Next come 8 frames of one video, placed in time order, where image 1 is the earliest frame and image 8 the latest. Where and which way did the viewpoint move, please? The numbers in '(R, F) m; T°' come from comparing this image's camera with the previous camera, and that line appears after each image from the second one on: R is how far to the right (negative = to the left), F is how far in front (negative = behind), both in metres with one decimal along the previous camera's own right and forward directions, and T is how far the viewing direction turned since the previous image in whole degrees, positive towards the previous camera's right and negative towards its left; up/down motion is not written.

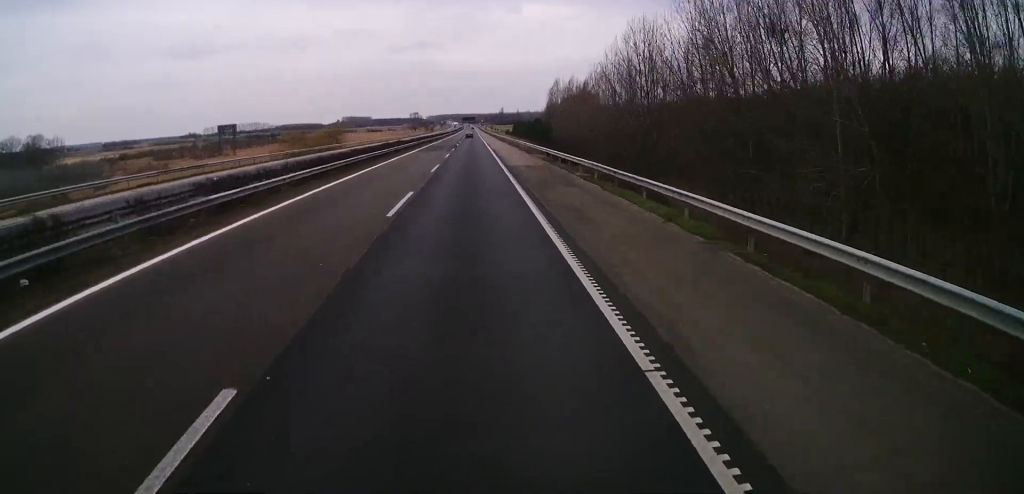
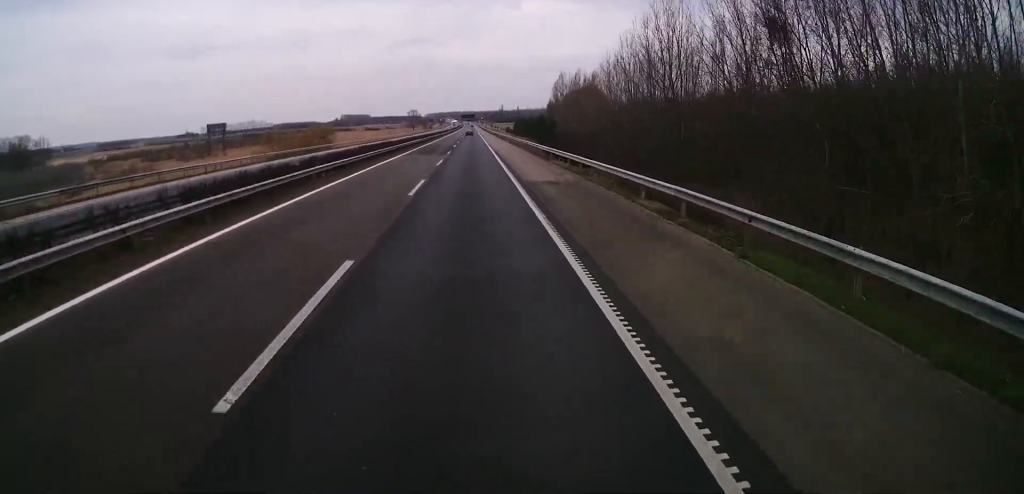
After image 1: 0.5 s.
(0.0, +11.6) m; 0°
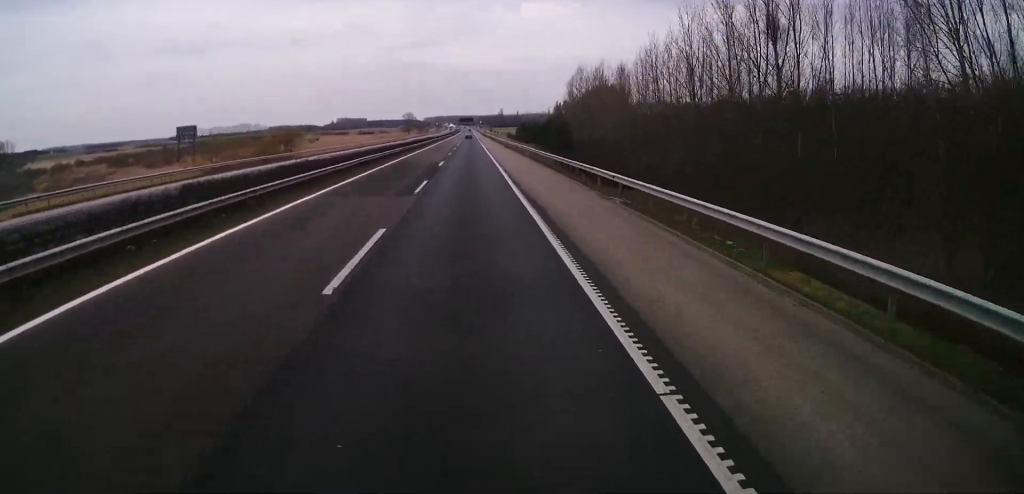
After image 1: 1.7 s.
(+0.4, +28.8) m; +1°
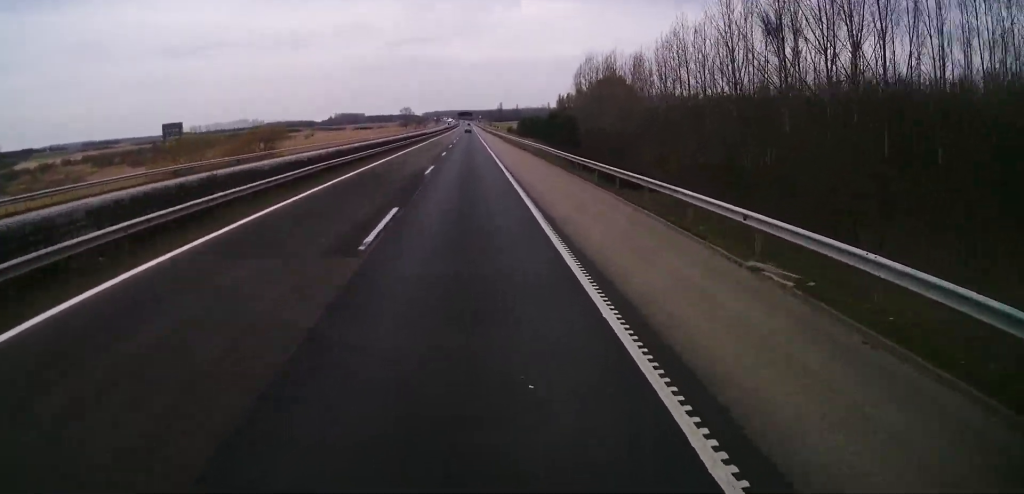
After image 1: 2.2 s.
(-0.1, +11.7) m; 0°
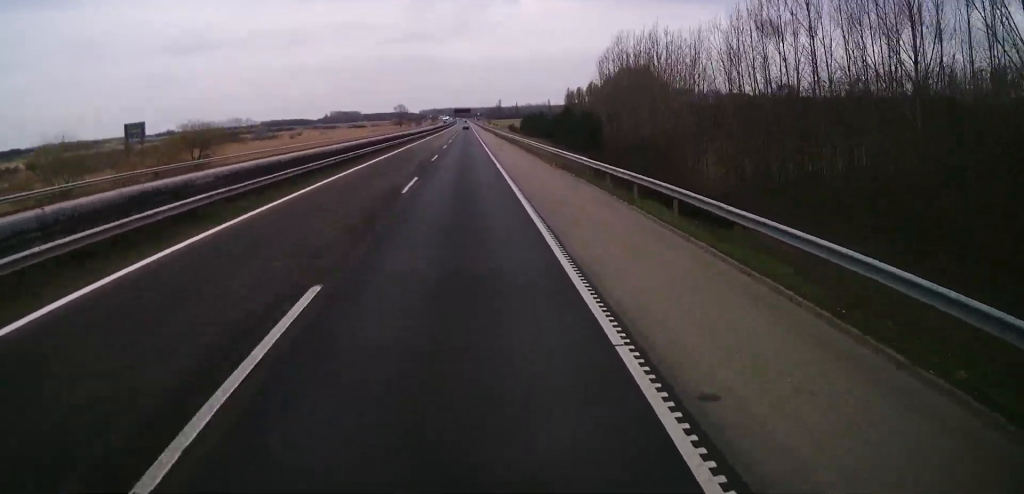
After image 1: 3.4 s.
(+0.2, +27.2) m; 0°
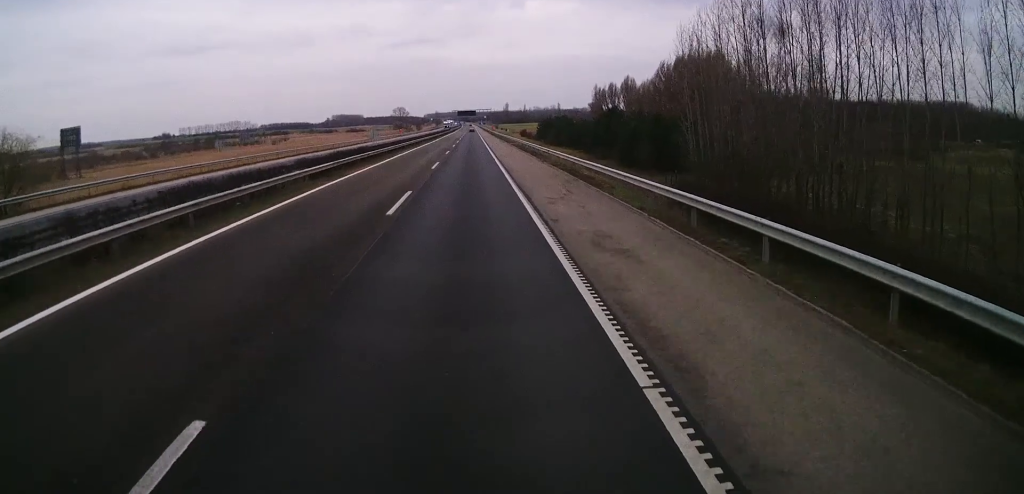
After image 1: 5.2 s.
(-0.4, +41.2) m; 0°
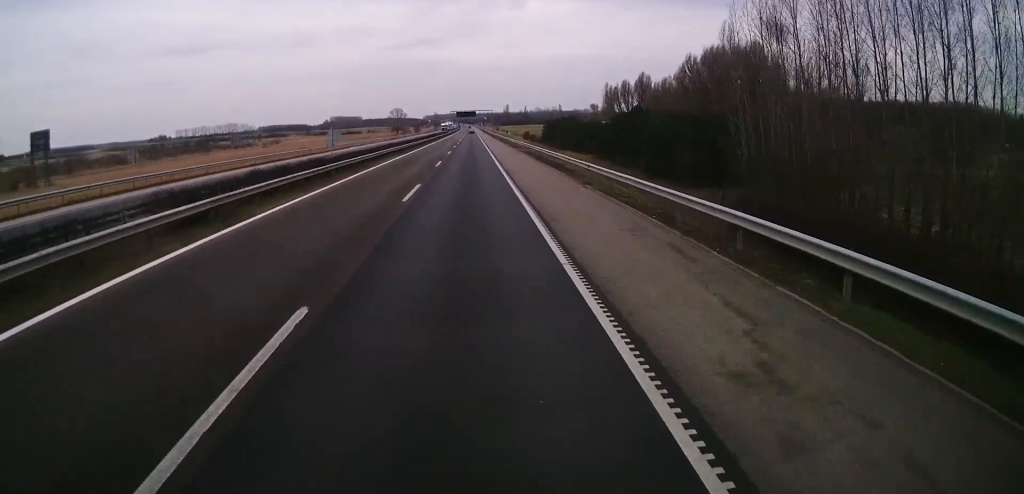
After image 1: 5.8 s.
(+0.1, +14.7) m; 0°
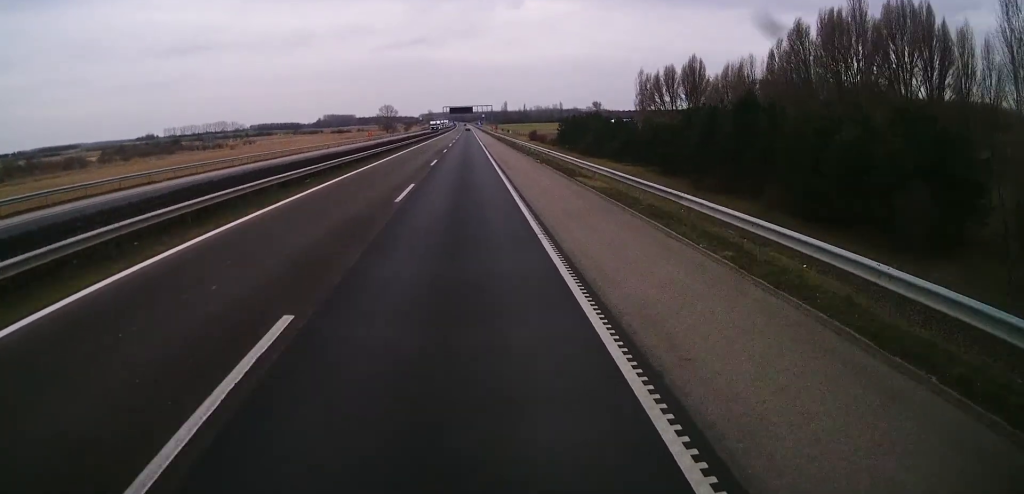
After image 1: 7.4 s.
(-0.1, +37.2) m; 0°
